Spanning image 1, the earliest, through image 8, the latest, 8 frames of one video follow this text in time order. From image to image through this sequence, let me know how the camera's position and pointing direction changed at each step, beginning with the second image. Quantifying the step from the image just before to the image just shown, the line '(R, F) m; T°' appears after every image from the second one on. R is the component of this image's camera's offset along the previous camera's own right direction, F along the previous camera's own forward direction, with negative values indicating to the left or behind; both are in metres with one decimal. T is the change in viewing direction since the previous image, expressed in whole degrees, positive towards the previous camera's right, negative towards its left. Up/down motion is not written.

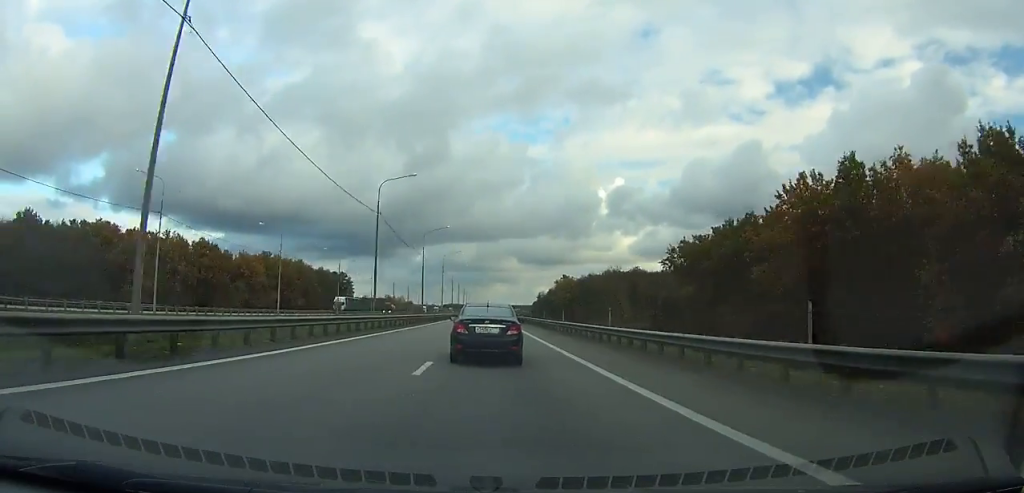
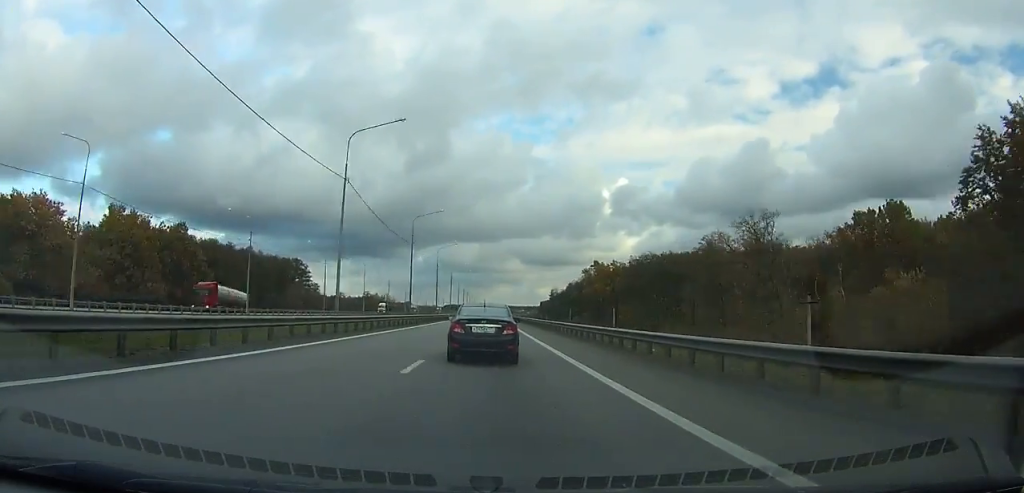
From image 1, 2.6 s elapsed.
(-1.0, +71.5) m; -1°
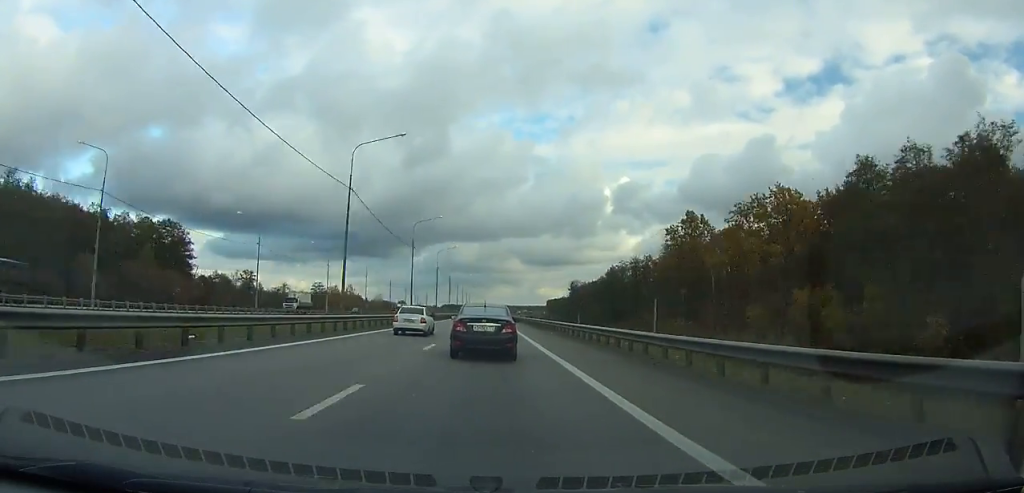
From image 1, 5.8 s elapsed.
(+0.2, +88.4) m; 0°
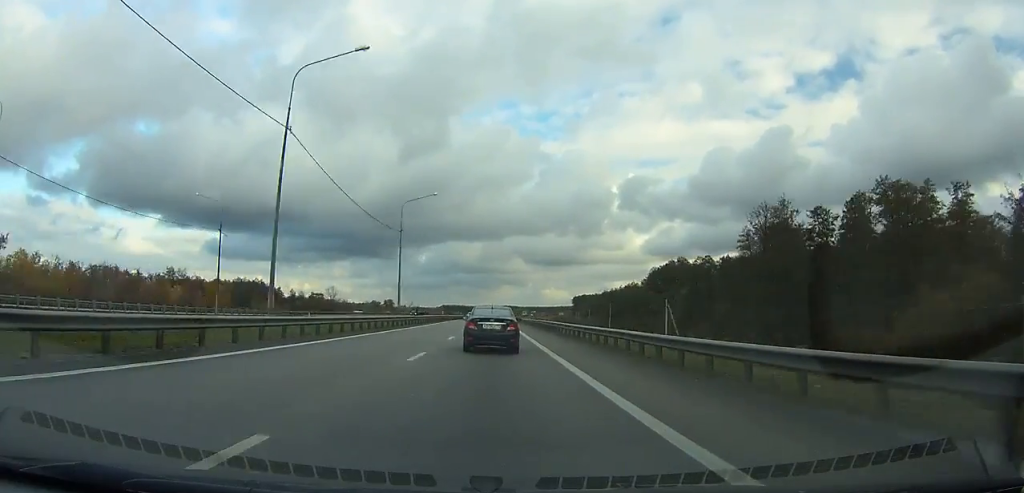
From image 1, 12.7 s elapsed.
(-0.8, +193.6) m; 0°
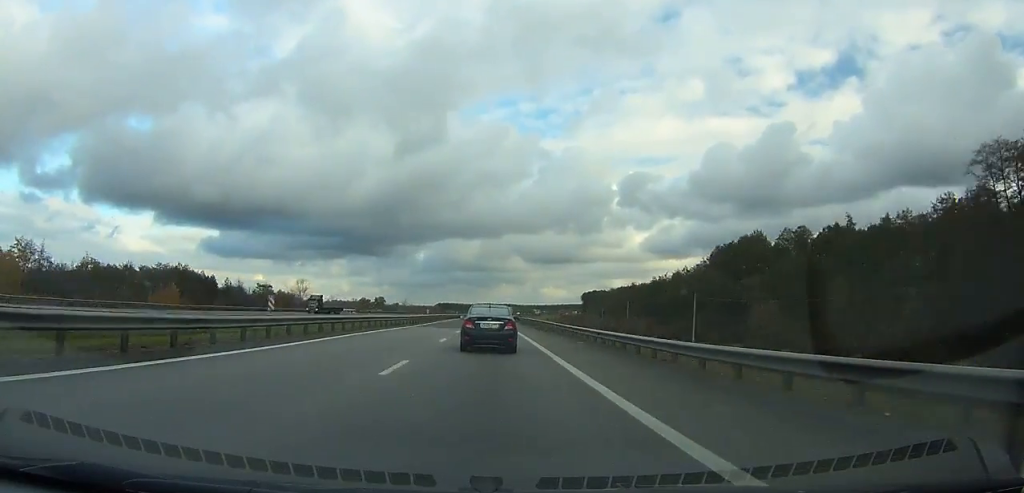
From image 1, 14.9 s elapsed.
(0.0, +62.4) m; 0°
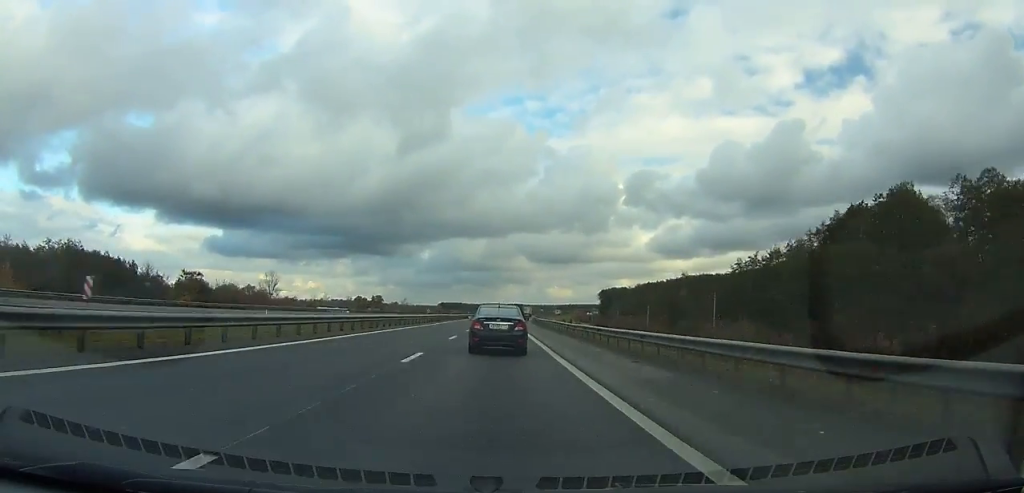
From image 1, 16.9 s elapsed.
(-0.1, +56.9) m; 0°
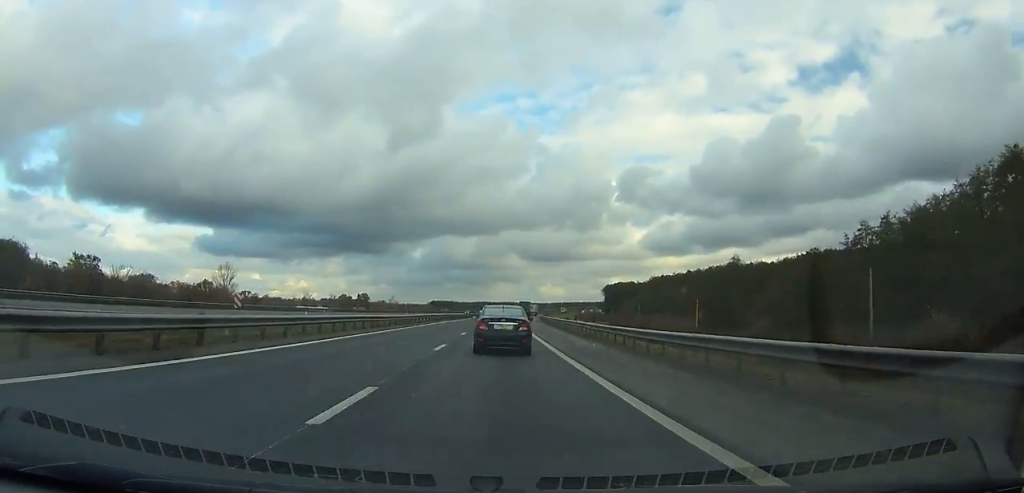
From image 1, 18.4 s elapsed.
(0.0, +42.7) m; 0°
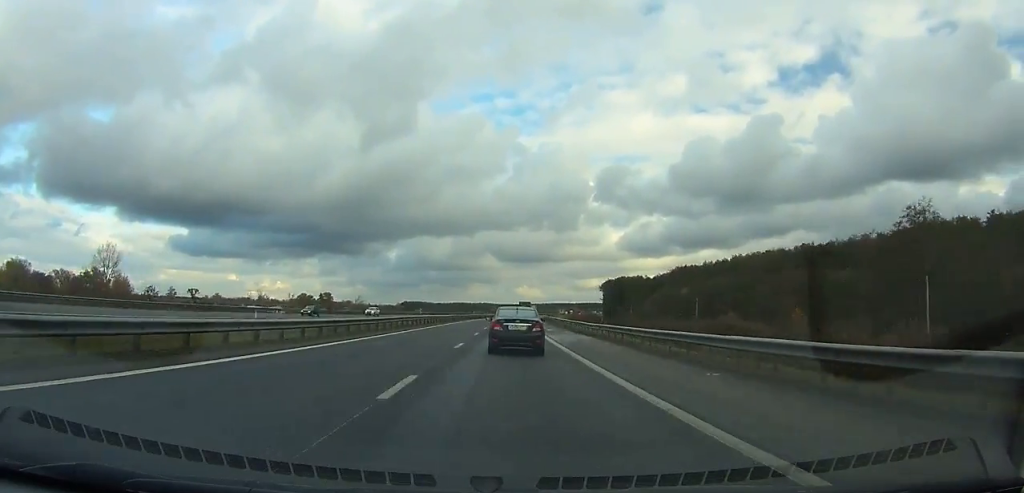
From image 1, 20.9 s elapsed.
(+0.1, +71.3) m; +1°
